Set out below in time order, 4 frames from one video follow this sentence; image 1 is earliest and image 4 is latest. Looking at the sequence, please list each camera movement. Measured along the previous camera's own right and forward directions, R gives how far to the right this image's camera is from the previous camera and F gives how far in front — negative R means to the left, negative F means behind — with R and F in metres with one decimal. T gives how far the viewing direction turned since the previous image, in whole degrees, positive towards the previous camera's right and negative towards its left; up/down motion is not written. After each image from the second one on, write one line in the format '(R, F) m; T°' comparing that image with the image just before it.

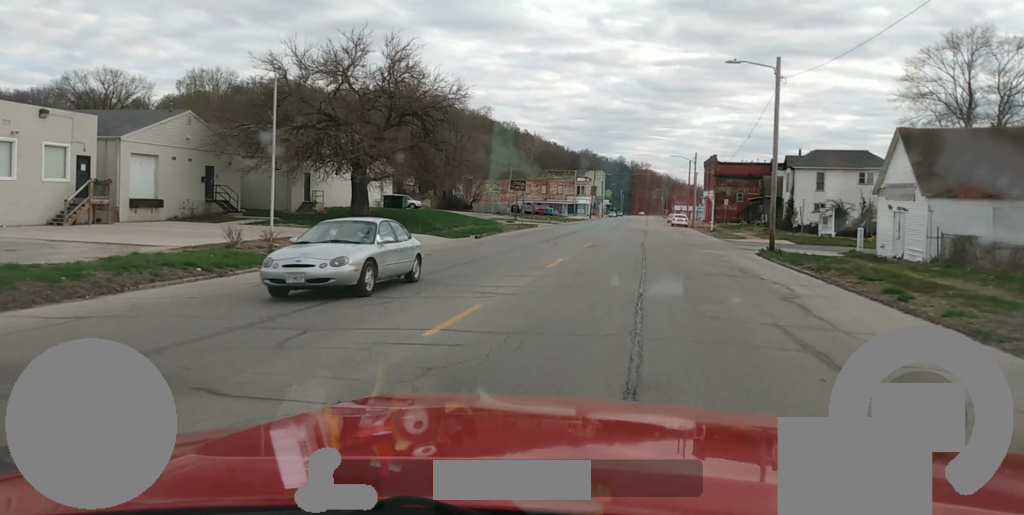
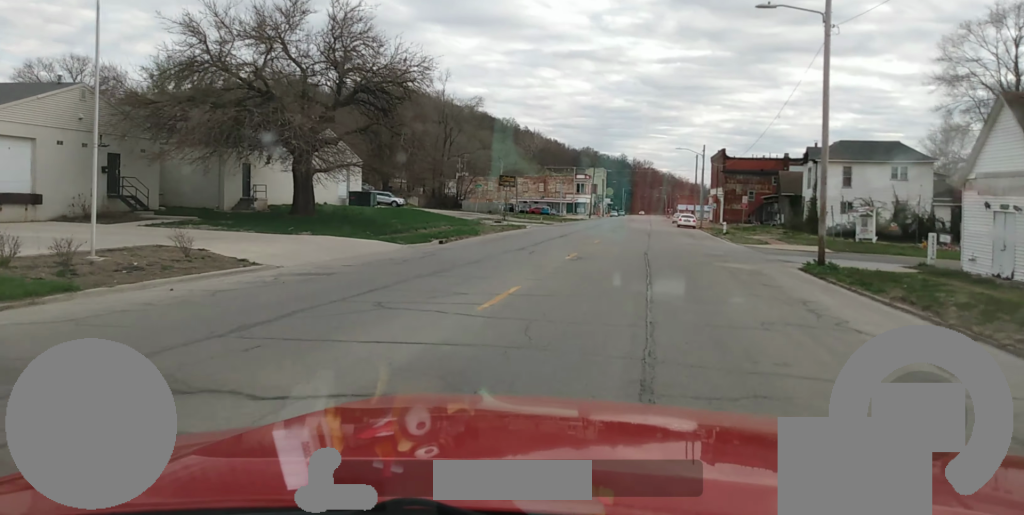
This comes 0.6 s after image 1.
(+0.2, +9.4) m; +1°
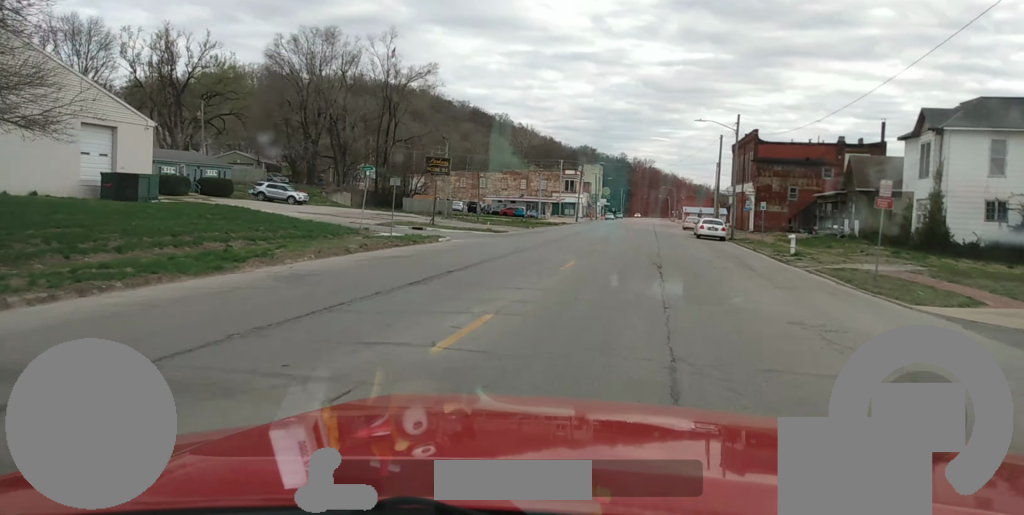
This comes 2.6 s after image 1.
(-0.3, +28.8) m; -3°
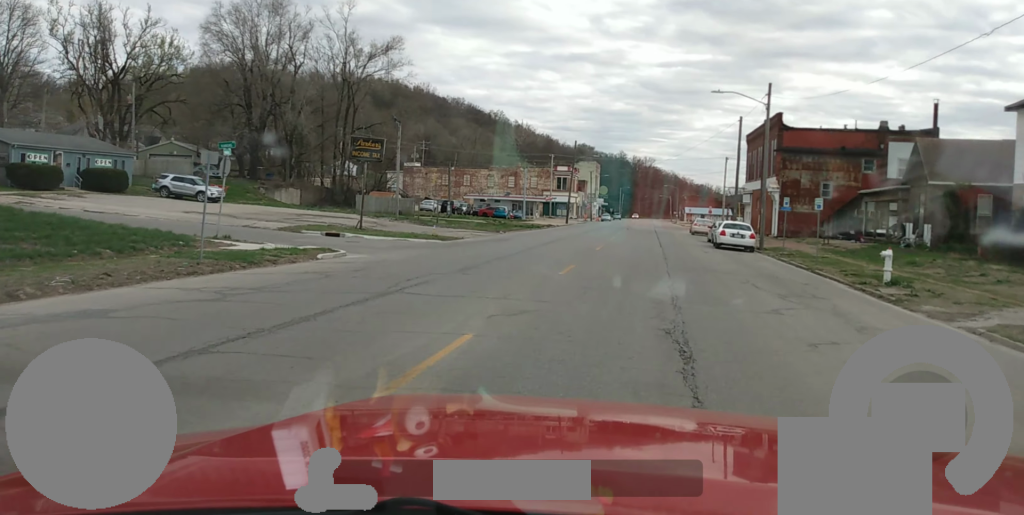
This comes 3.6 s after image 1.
(-0.4, +13.8) m; -2°
